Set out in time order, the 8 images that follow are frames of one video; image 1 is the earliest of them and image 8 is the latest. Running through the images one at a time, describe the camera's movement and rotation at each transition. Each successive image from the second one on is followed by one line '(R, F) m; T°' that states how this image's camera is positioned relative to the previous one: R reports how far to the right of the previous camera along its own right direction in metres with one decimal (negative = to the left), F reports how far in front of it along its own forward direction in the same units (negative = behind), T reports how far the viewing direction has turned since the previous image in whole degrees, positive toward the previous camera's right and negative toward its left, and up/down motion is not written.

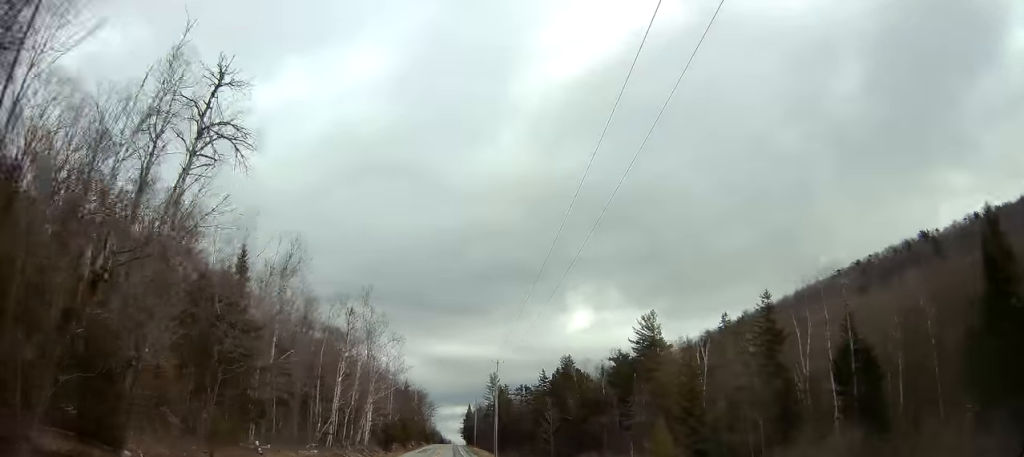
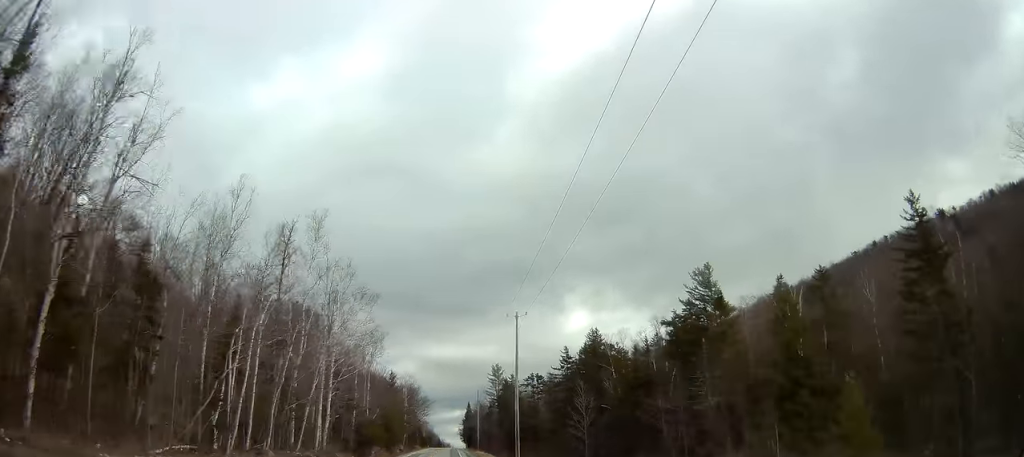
(+0.2, +24.1) m; +1°
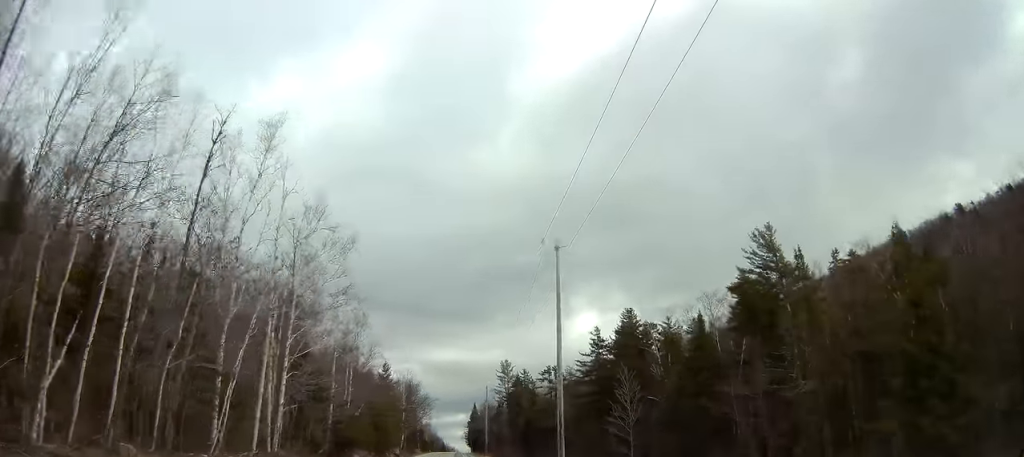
(+0.3, +15.5) m; 0°
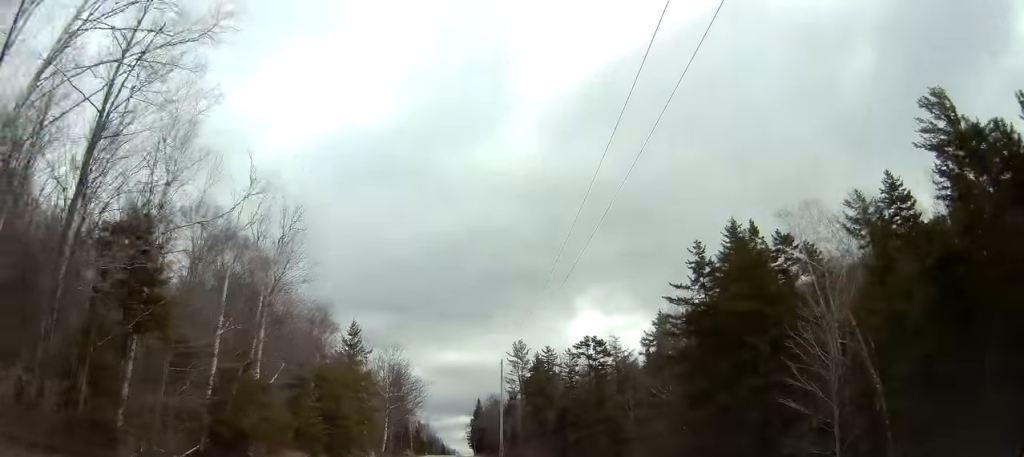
(-0.5, +28.1) m; 0°
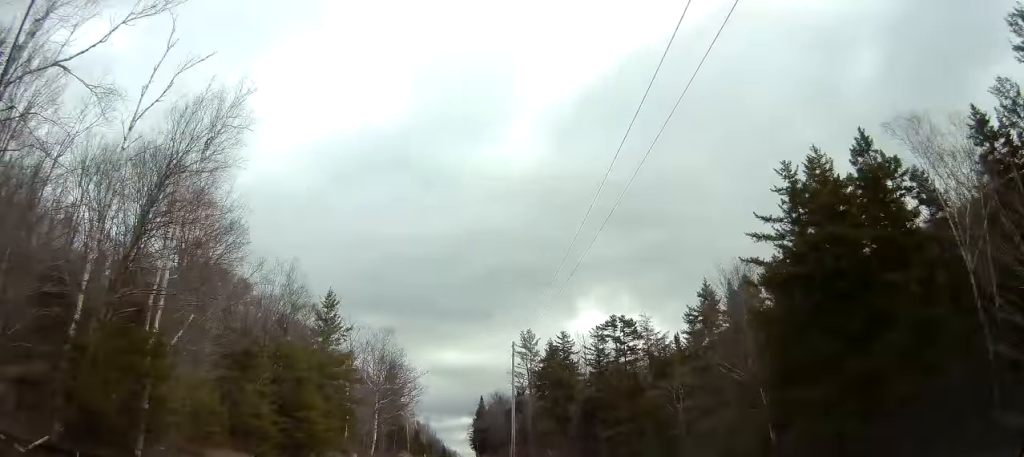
(+0.2, +11.9) m; 0°
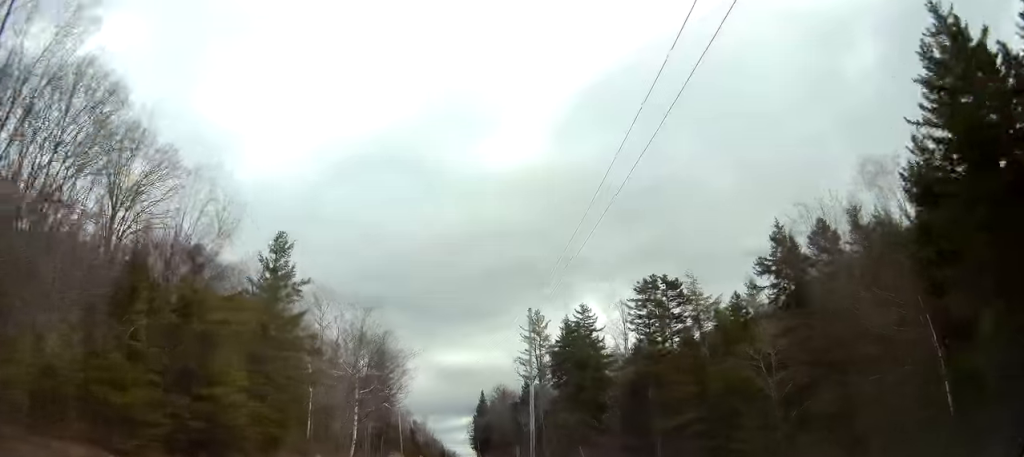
(+0.1, +13.6) m; 0°
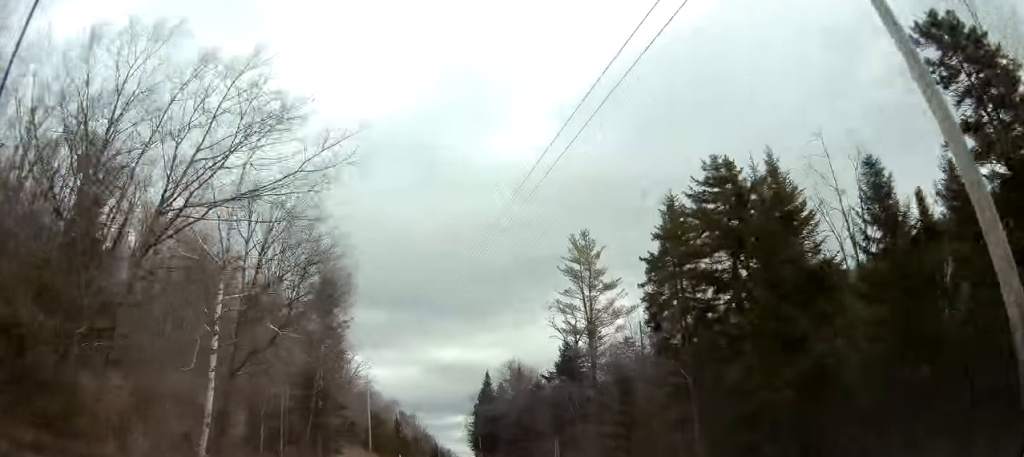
(-0.2, +35.0) m; 0°
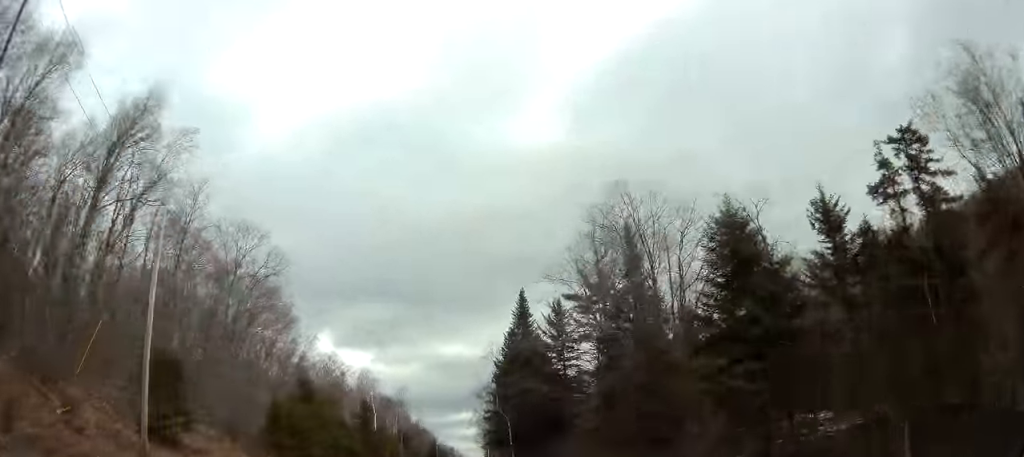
(+0.4, +55.9) m; 0°
